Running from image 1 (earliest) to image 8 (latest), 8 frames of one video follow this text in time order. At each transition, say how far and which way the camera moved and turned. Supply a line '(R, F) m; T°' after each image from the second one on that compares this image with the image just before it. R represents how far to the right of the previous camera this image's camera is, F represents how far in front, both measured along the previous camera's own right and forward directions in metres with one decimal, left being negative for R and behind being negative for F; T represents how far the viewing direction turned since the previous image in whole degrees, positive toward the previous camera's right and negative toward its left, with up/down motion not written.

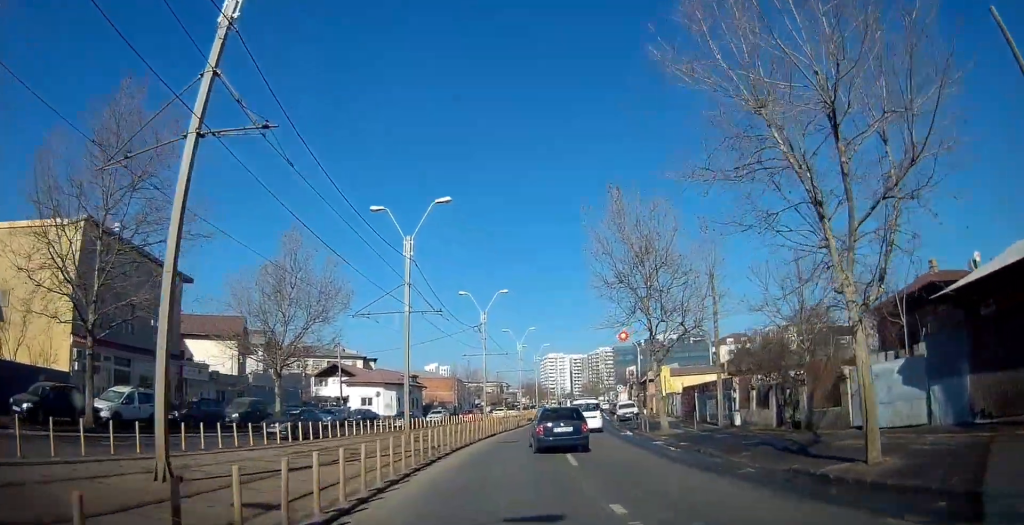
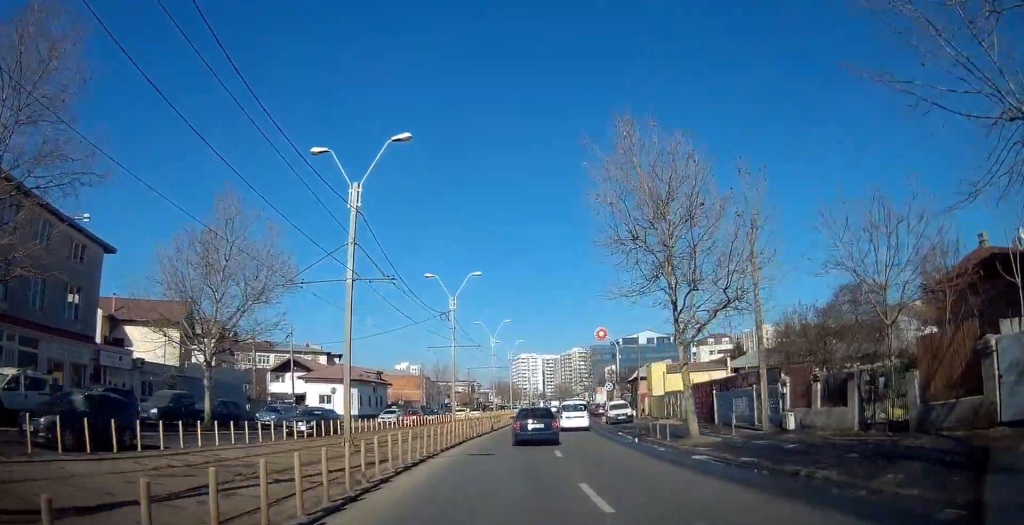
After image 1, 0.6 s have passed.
(+0.4, +6.5) m; +8°
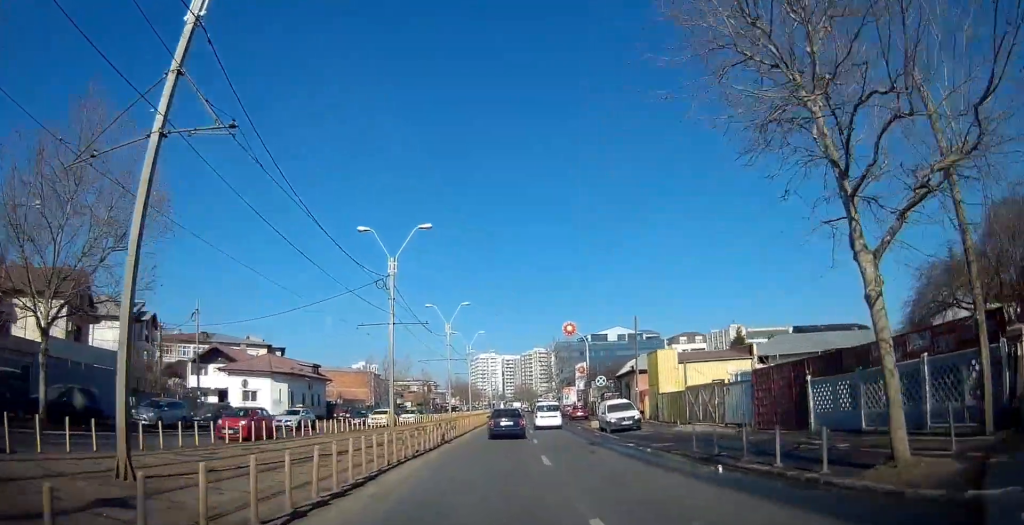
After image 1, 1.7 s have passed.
(+1.1, +11.8) m; +4°
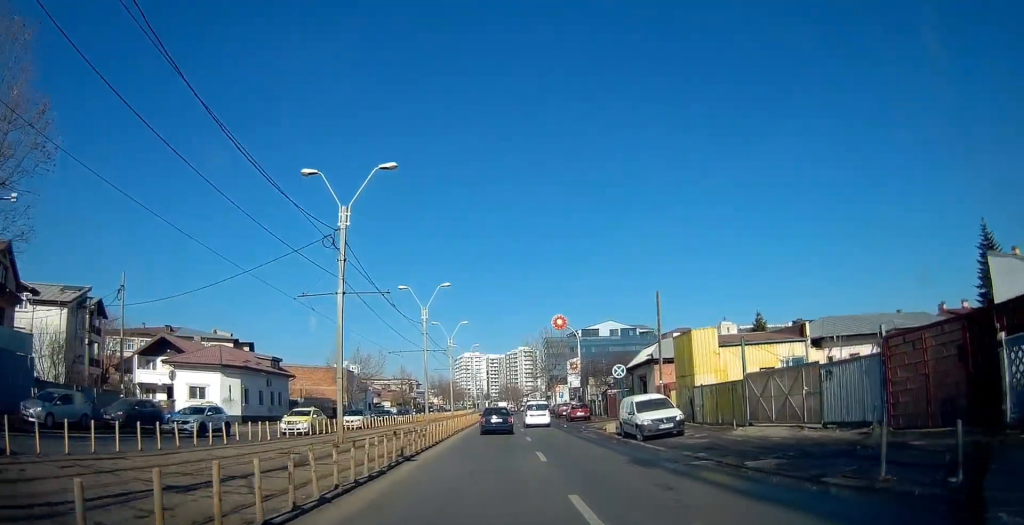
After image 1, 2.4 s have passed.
(-0.4, +8.7) m; 0°
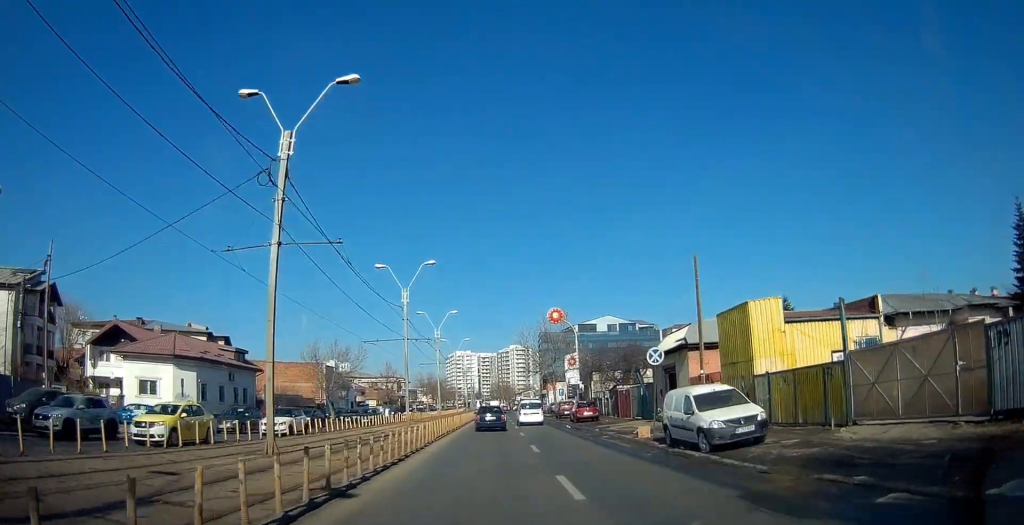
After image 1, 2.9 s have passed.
(+0.2, +7.3) m; +1°
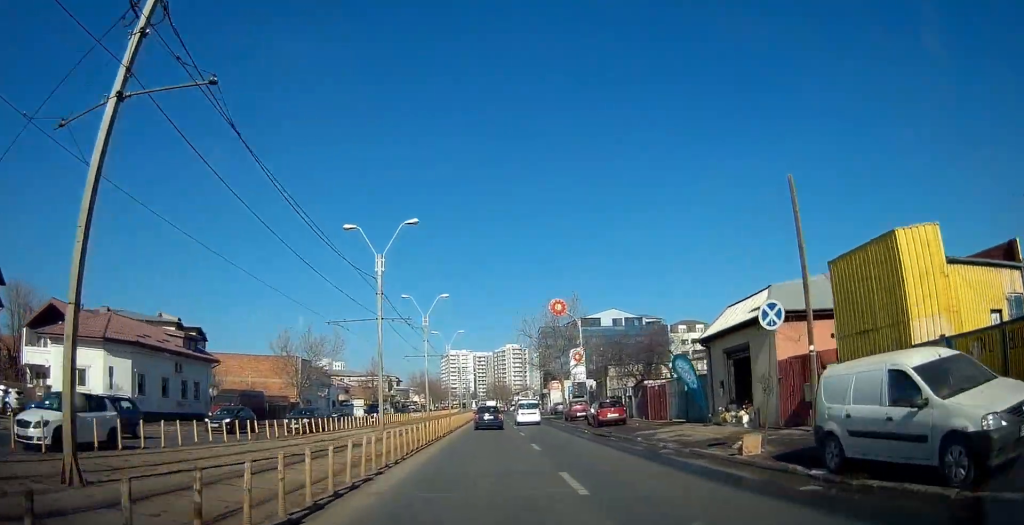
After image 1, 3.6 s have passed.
(+0.3, +9.1) m; +1°
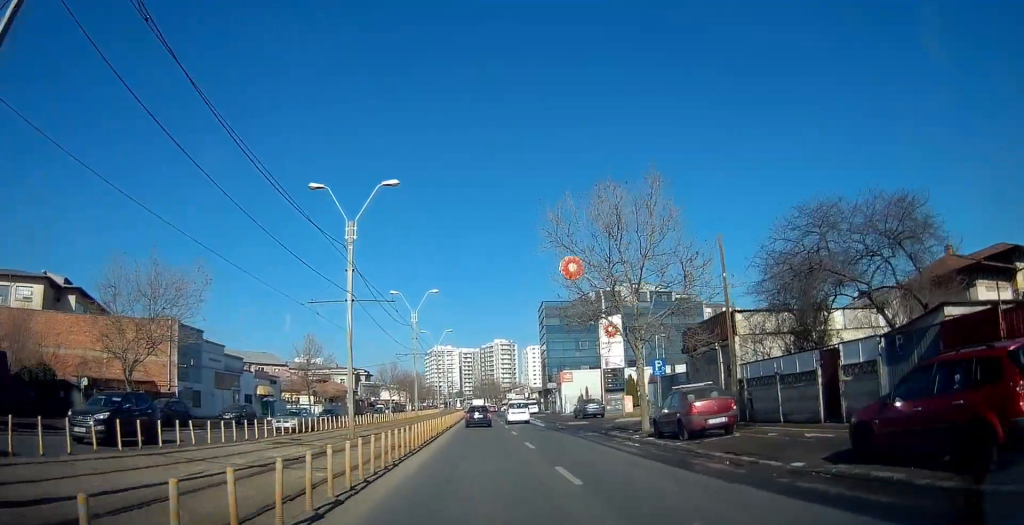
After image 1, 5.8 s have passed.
(-0.3, +28.3) m; +1°
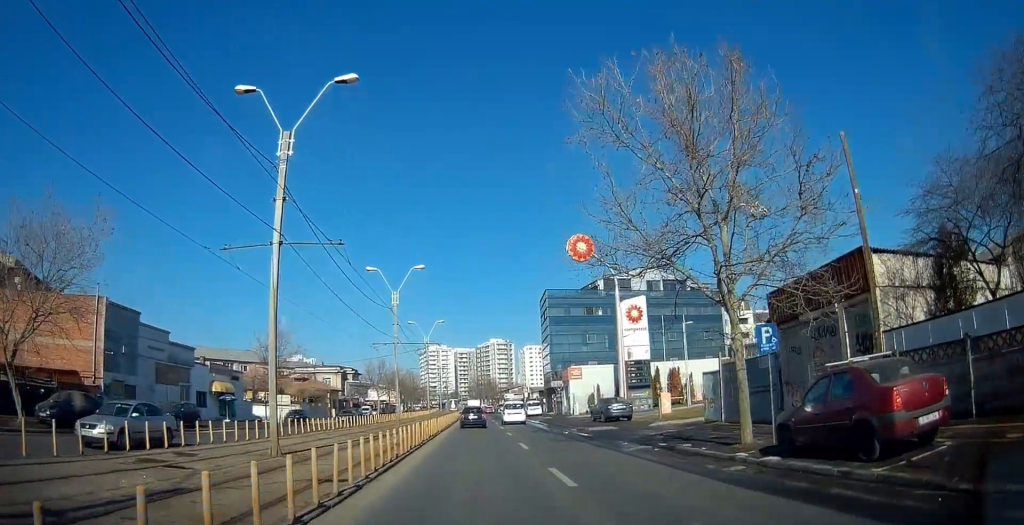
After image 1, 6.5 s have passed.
(+0.3, +9.7) m; 0°
